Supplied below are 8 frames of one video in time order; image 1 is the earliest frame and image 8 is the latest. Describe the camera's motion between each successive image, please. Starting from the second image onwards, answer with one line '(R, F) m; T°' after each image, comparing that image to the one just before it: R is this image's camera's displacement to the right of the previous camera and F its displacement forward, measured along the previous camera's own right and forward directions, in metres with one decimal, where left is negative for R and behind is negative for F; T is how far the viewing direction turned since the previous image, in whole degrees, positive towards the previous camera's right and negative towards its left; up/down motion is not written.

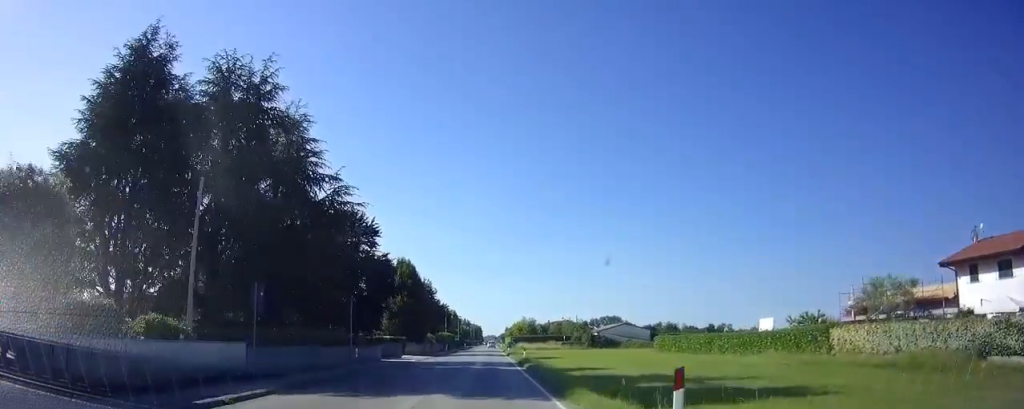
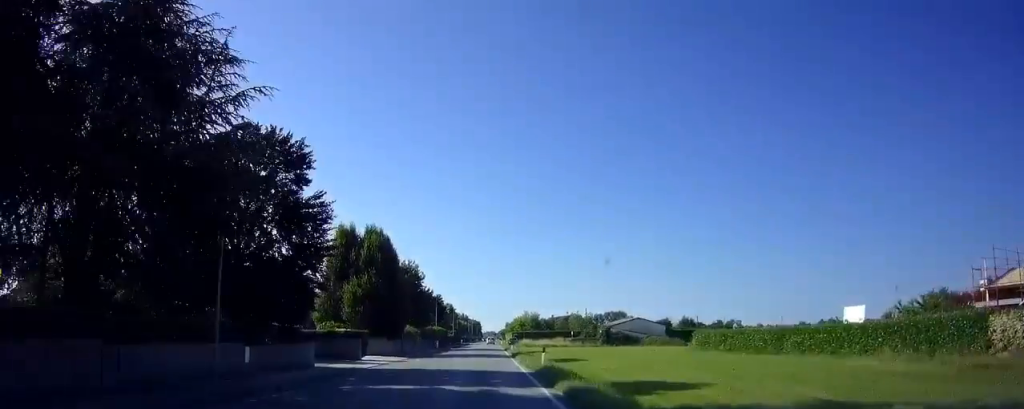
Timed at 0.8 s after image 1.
(0.0, +13.4) m; 0°
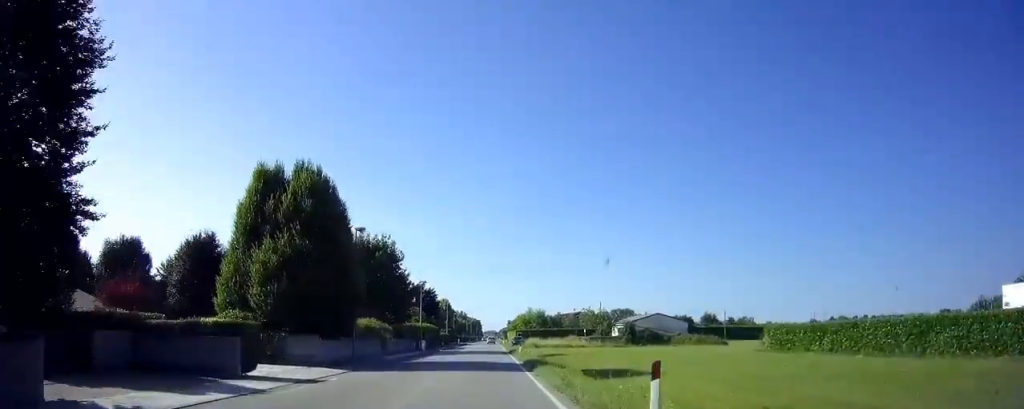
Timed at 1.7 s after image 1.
(+0.1, +15.1) m; 0°
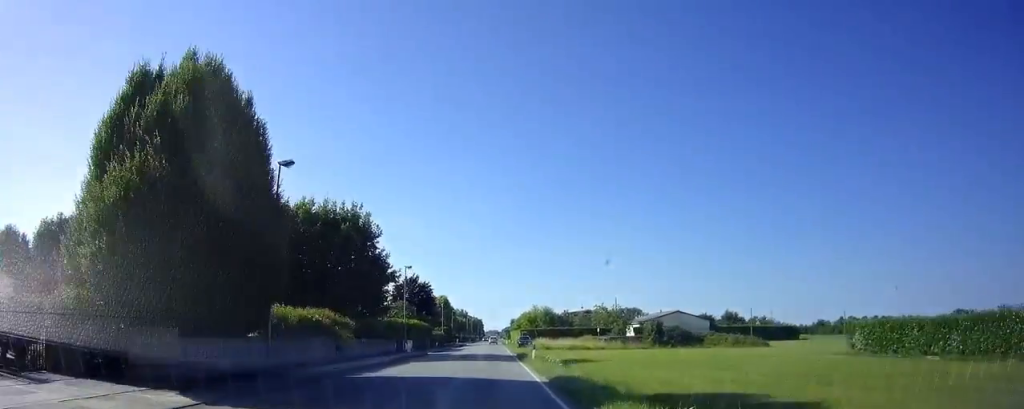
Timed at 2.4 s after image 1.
(-0.1, +11.7) m; 0°
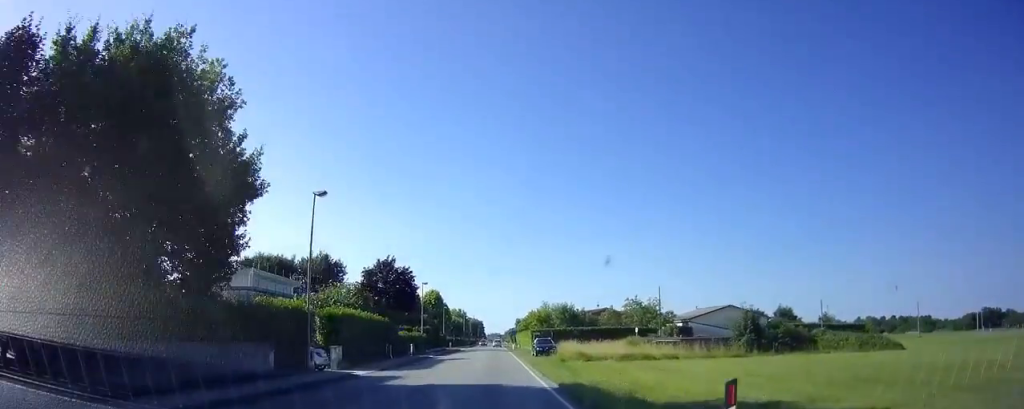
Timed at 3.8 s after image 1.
(0.0, +22.9) m; 0°
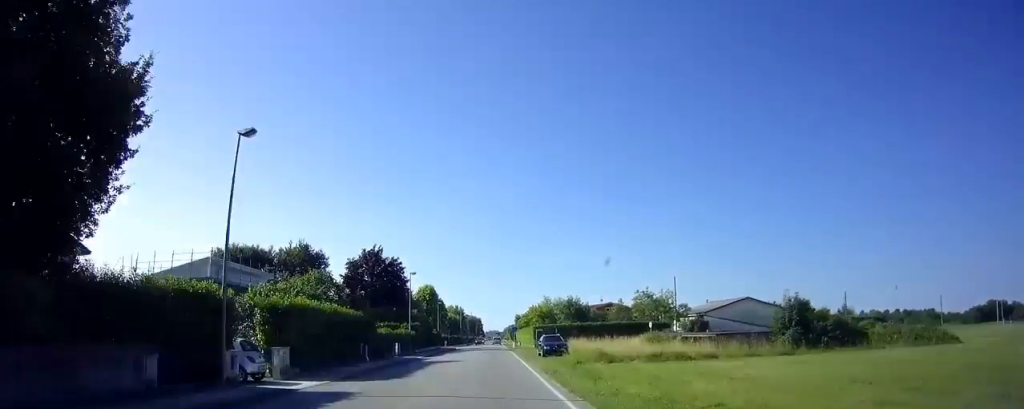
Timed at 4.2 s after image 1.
(0.0, +7.3) m; 0°
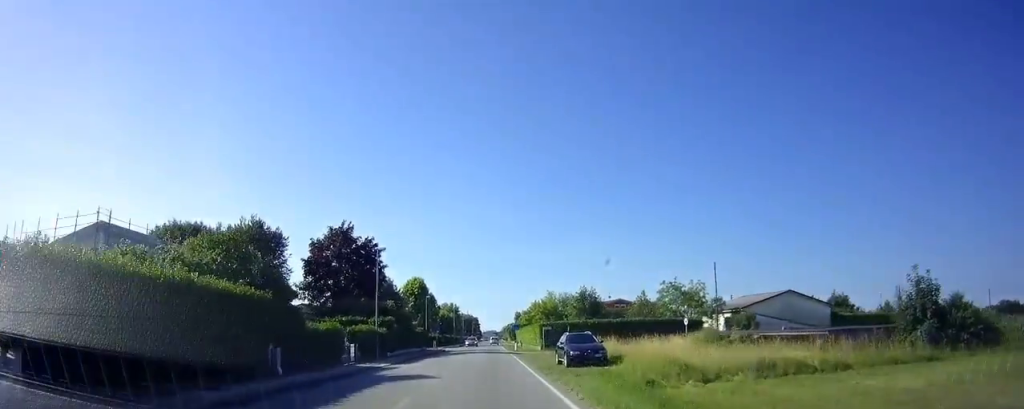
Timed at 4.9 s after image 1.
(0.0, +12.4) m; 0°
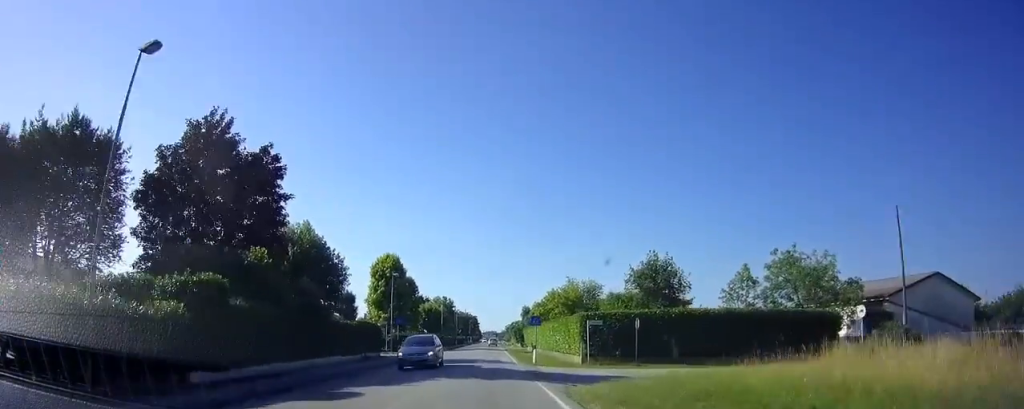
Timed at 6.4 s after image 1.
(-0.1, +25.7) m; 0°
